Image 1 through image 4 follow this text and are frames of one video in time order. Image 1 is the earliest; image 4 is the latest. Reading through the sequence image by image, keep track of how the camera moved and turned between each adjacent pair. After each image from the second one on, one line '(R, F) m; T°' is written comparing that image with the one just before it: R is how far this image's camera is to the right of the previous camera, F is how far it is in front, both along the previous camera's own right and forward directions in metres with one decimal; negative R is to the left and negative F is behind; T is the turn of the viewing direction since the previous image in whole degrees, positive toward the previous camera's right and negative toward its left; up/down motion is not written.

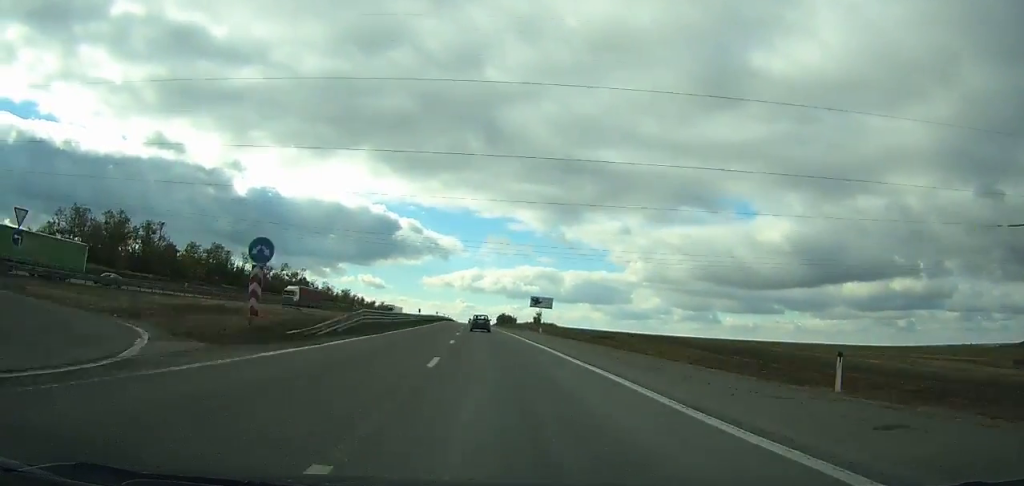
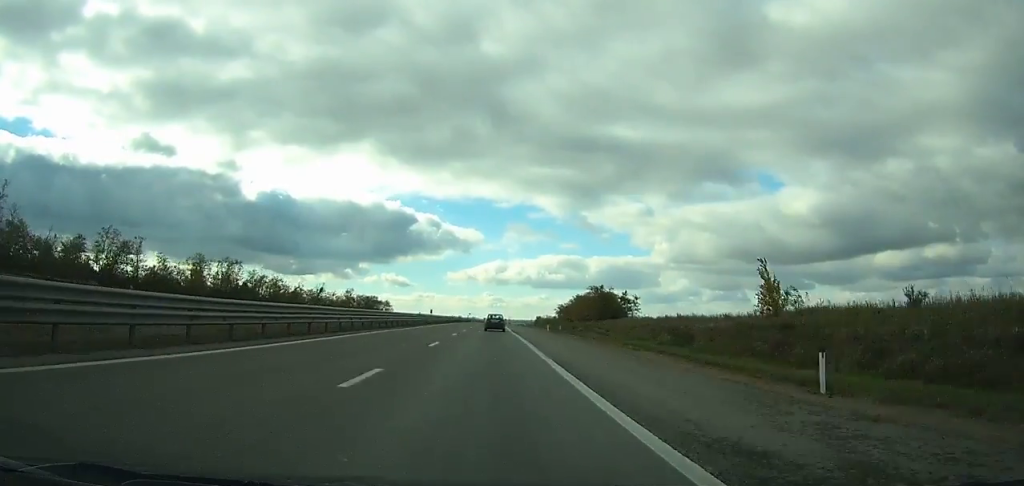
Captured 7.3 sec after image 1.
(-6.3, +192.5) m; -2°
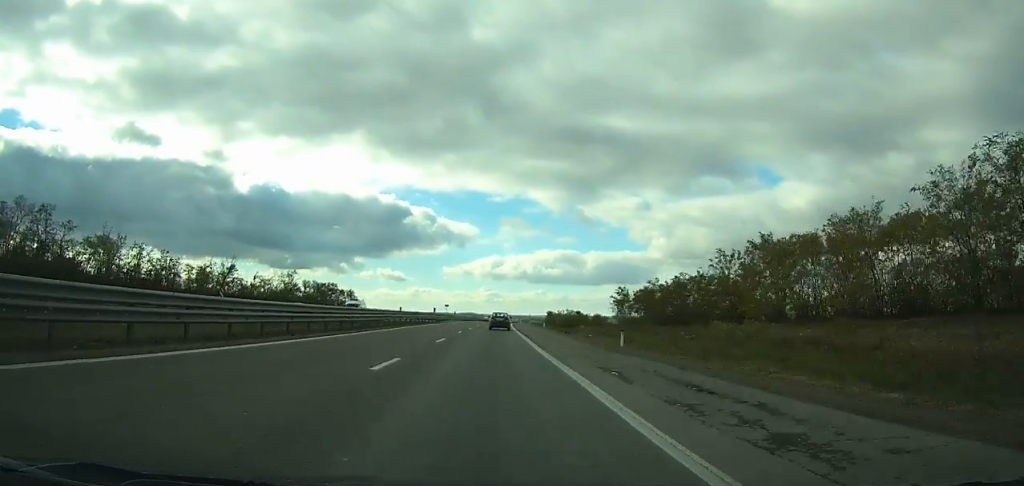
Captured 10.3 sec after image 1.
(+0.1, +75.8) m; 0°
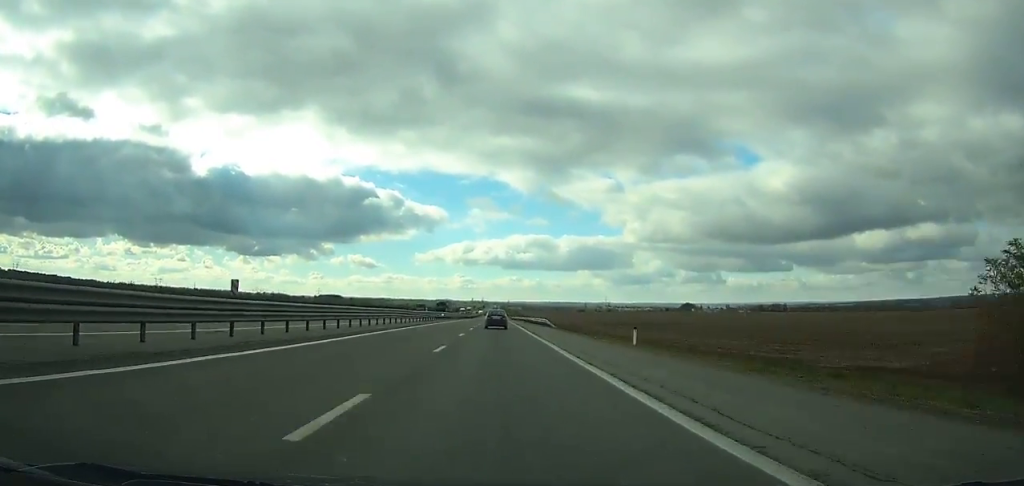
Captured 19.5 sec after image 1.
(+5.2, +238.2) m; +2°
